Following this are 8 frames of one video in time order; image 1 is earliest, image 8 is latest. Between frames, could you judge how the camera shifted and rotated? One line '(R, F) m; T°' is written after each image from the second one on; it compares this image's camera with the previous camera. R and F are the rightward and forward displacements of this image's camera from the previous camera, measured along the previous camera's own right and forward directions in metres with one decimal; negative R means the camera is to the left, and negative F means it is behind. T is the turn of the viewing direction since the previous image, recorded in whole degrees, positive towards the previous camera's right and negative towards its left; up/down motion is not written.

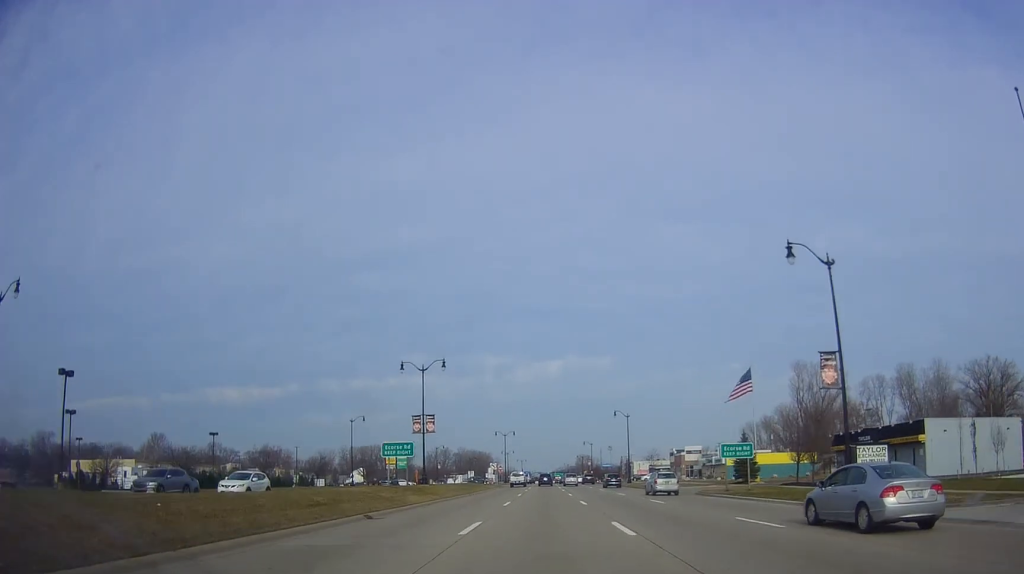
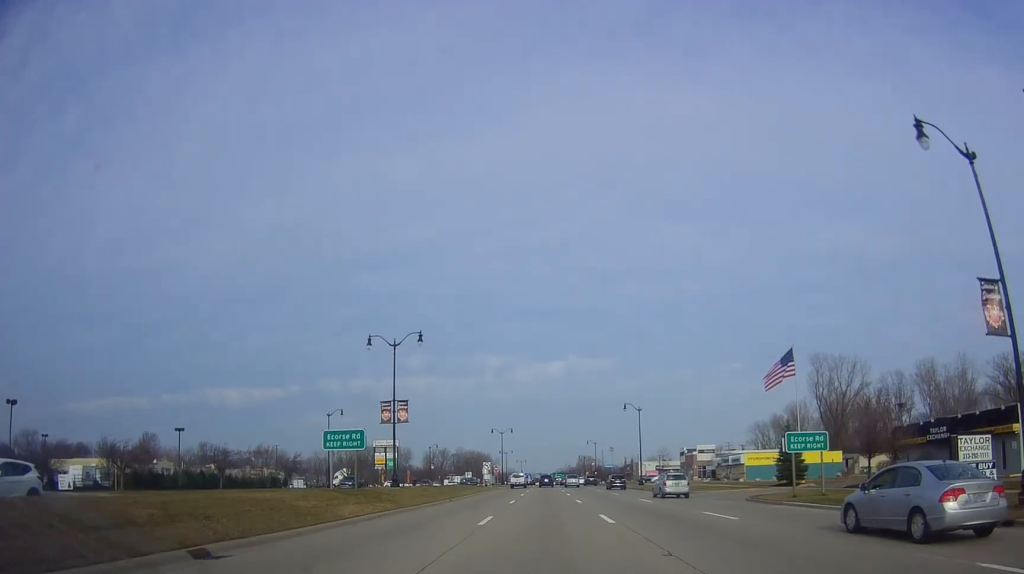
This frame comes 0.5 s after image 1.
(+0.1, +11.5) m; -1°
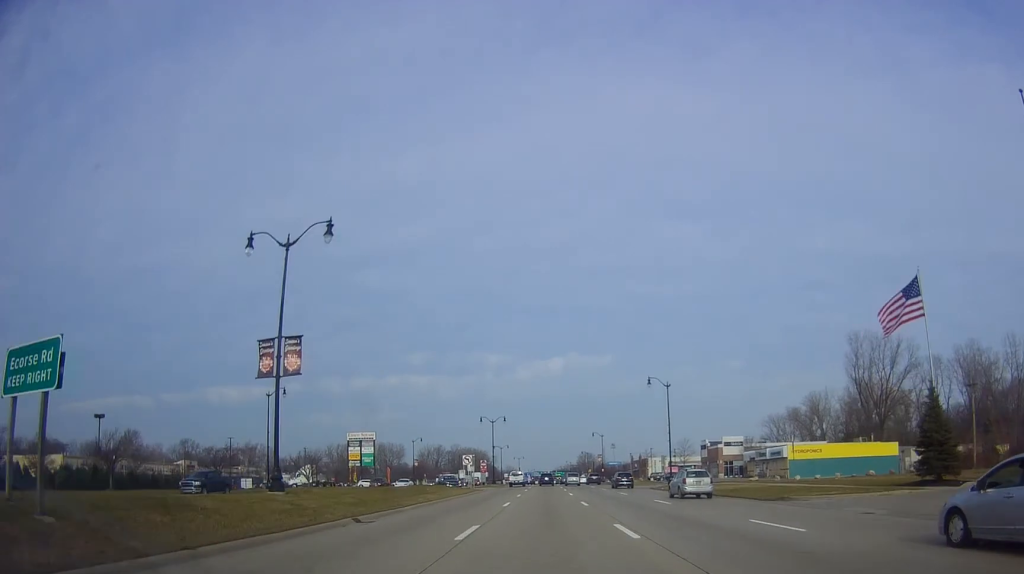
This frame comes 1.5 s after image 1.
(-0.6, +20.4) m; 0°
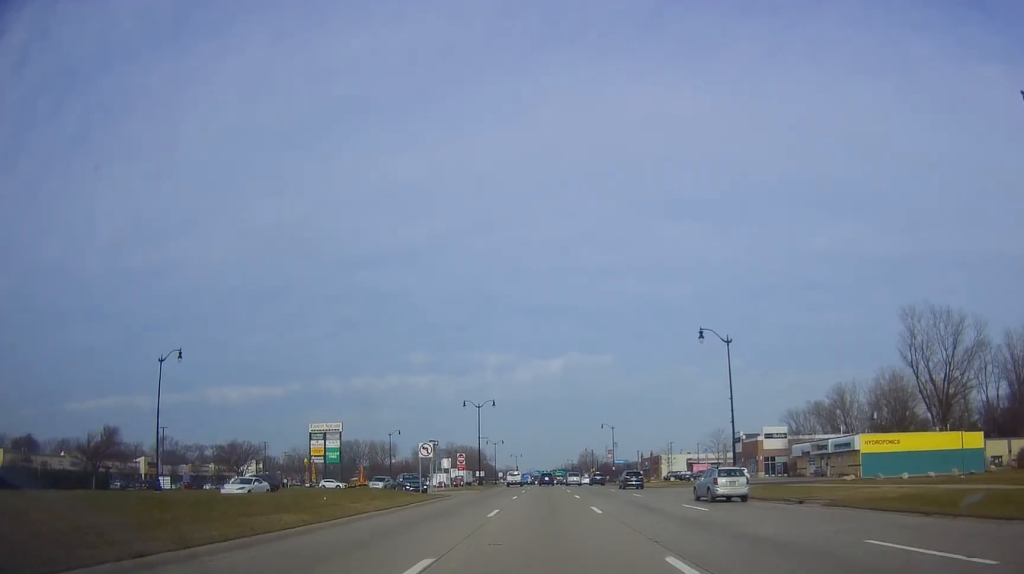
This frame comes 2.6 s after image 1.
(+0.7, +22.3) m; +1°
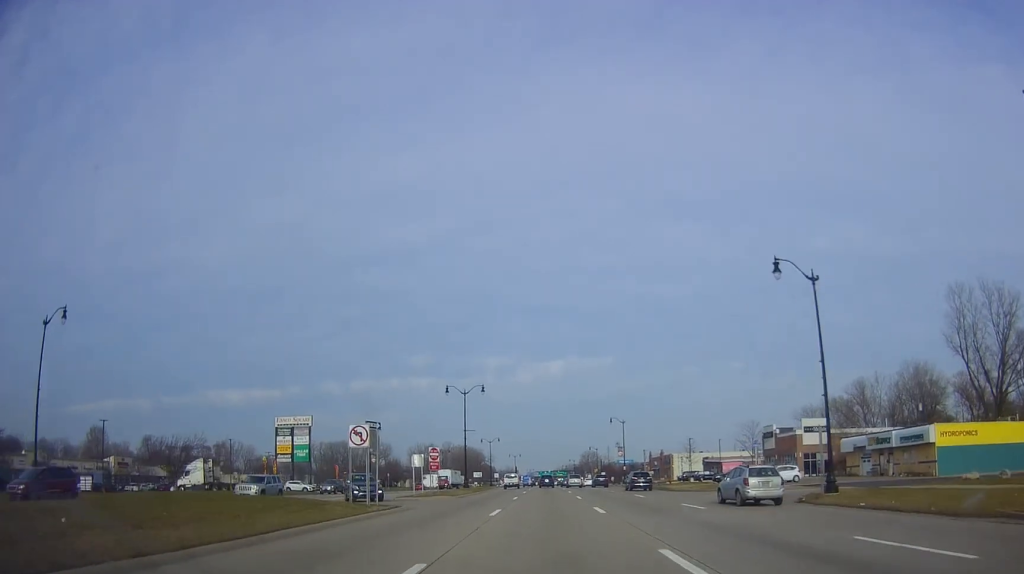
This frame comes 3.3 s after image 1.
(-0.3, +15.2) m; 0°
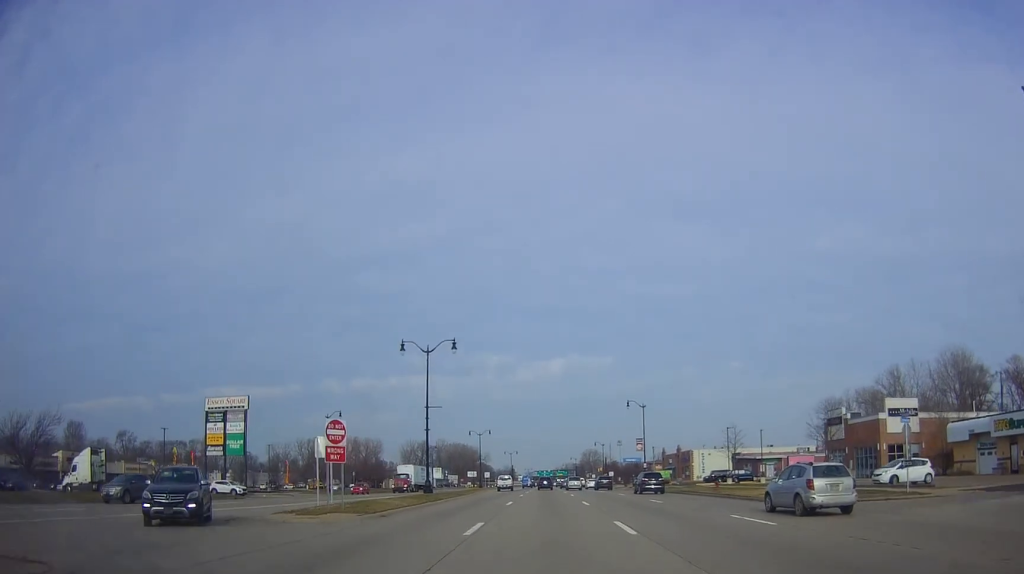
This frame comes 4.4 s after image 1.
(+0.3, +21.6) m; +1°
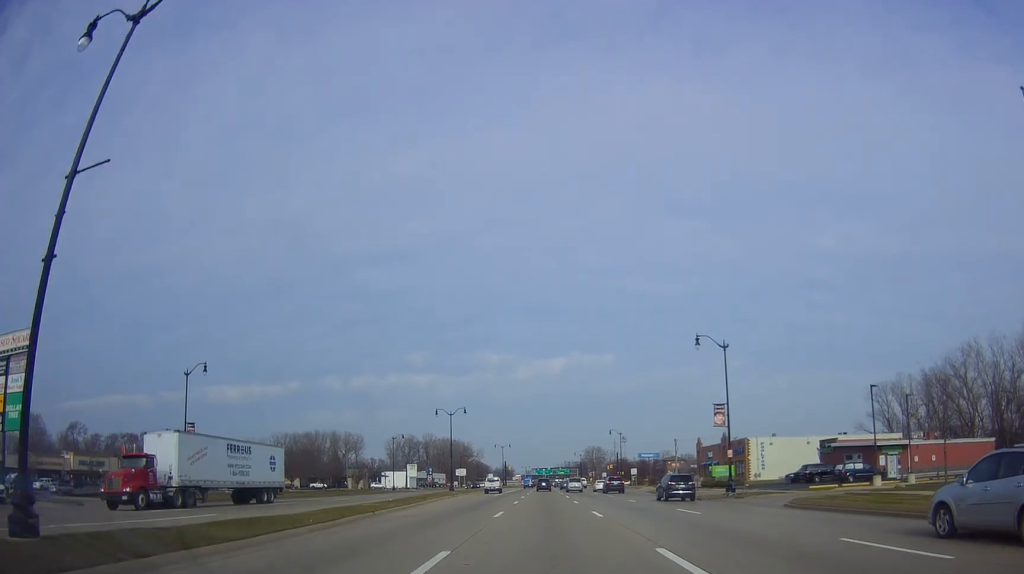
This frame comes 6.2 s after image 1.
(0.0, +37.8) m; -2°
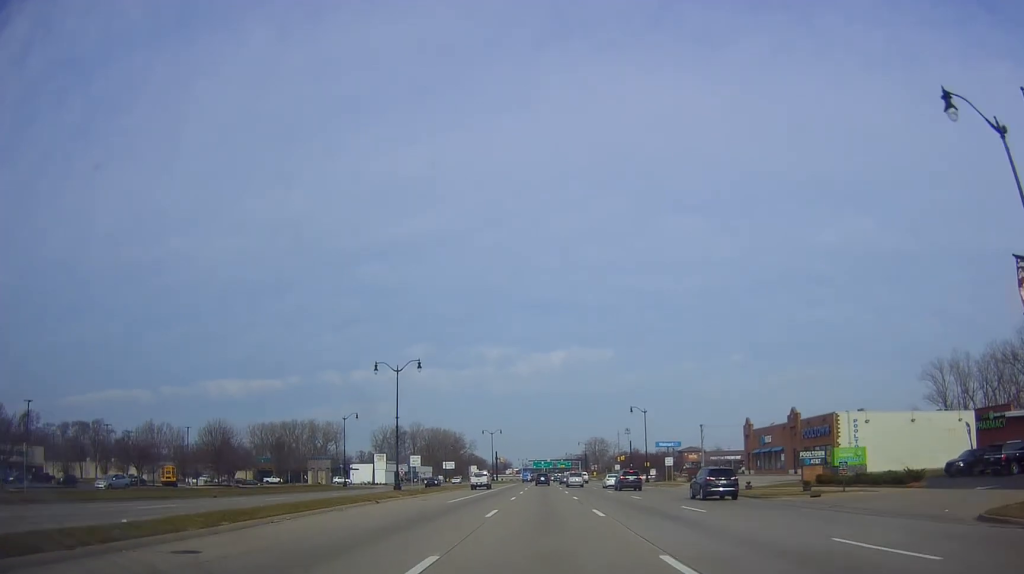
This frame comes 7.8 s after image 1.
(-0.6, +31.0) m; 0°
